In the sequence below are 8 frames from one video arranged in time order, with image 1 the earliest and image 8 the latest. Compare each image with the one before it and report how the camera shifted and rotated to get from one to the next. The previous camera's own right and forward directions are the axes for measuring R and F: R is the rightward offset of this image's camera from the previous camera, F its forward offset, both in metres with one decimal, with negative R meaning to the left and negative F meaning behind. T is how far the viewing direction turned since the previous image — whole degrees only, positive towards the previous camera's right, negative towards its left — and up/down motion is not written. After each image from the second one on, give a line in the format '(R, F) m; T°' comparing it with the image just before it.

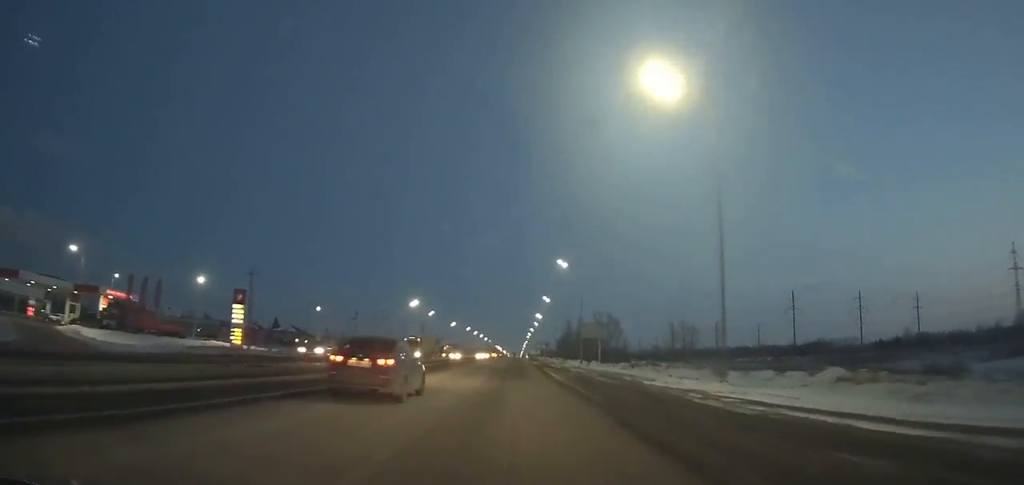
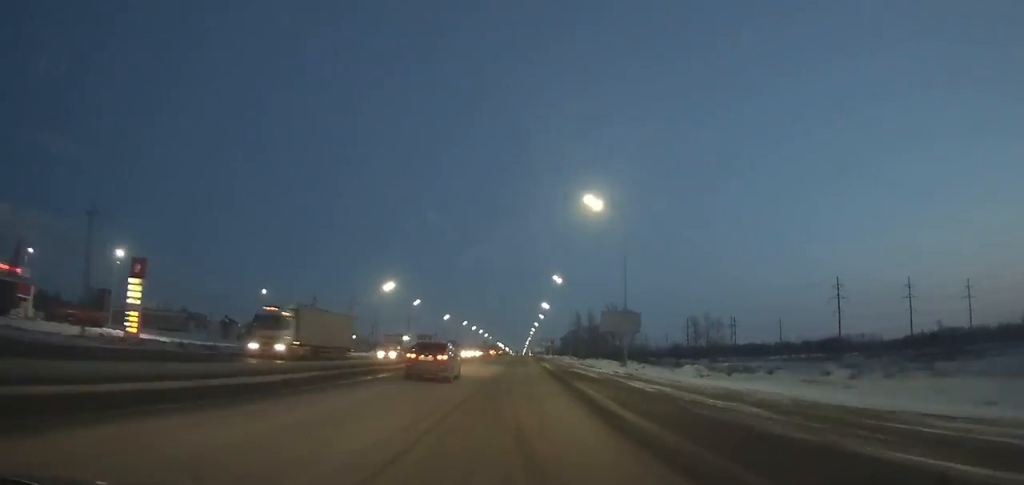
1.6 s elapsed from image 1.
(0.0, +25.6) m; 0°
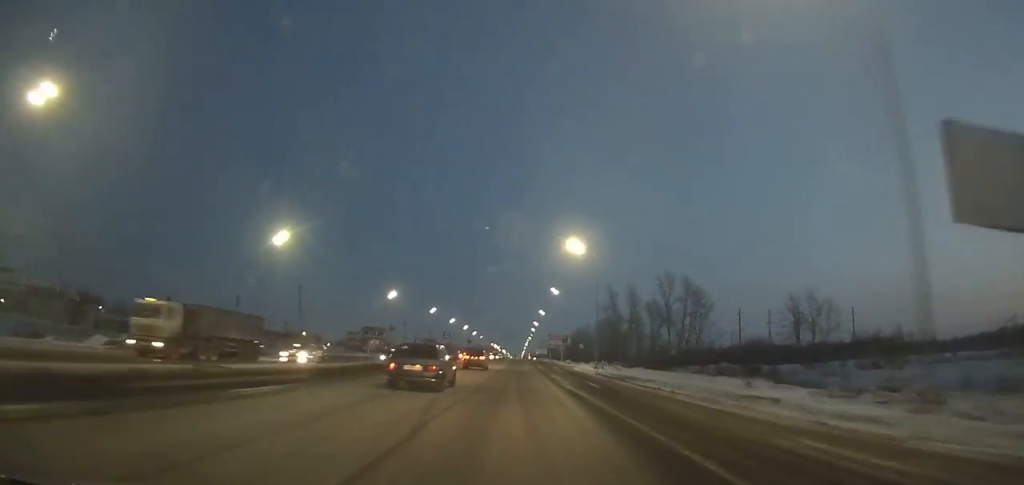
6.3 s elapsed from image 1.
(+0.2, +75.2) m; 0°
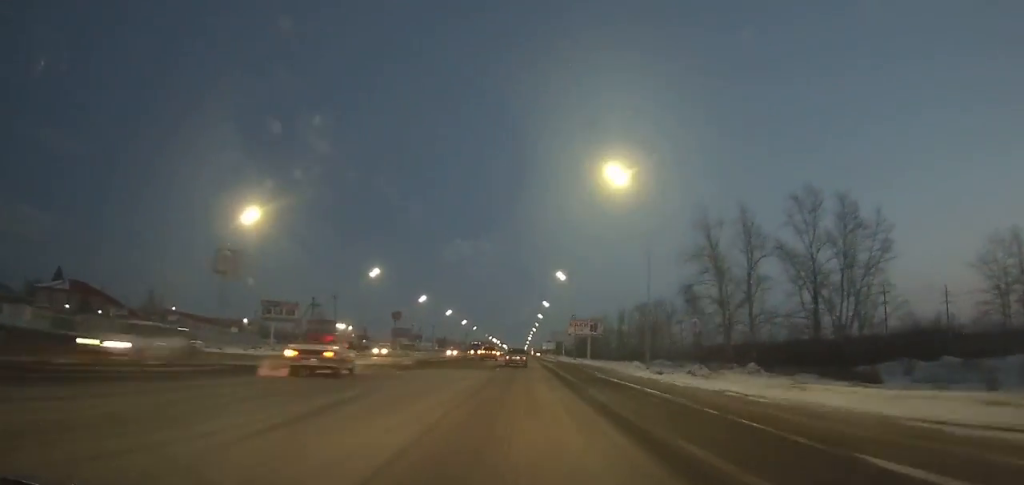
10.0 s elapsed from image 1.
(+0.1, +58.8) m; 0°
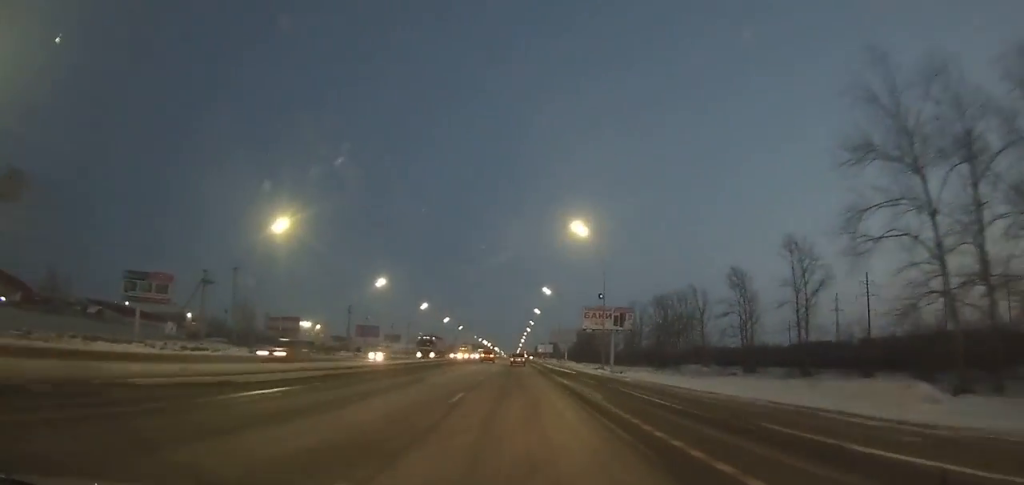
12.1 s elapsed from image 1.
(+0.1, +33.2) m; 0°
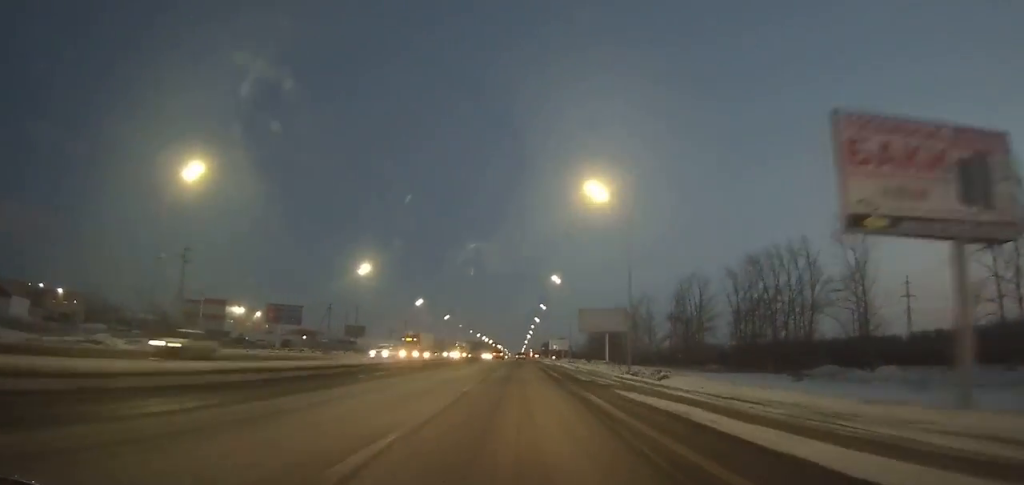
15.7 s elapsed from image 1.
(-0.2, +57.1) m; 0°
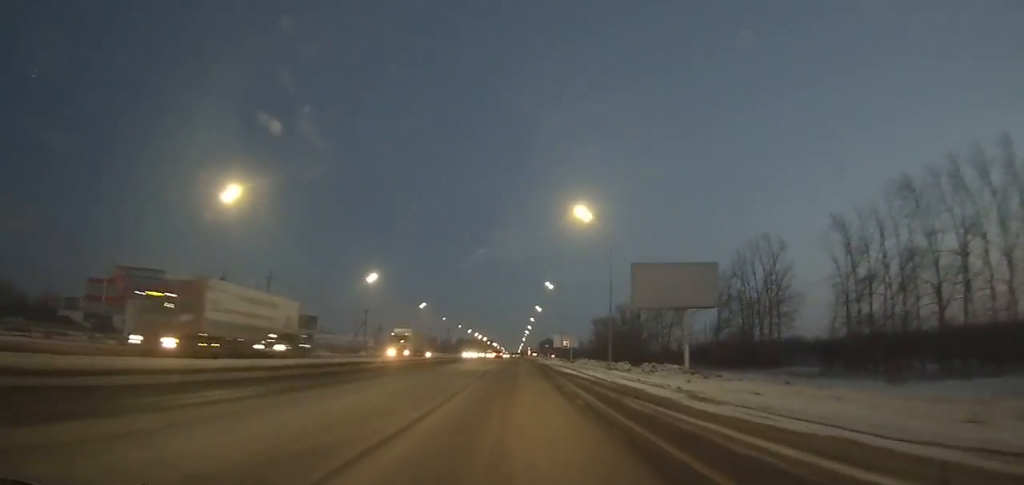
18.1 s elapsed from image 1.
(+0.1, +38.2) m; 0°
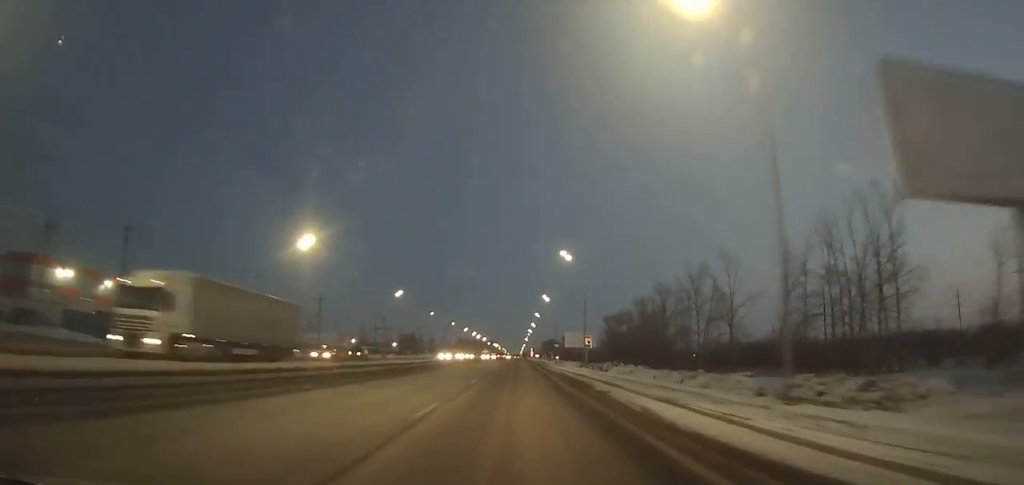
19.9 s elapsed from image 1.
(0.0, +28.8) m; 0°
